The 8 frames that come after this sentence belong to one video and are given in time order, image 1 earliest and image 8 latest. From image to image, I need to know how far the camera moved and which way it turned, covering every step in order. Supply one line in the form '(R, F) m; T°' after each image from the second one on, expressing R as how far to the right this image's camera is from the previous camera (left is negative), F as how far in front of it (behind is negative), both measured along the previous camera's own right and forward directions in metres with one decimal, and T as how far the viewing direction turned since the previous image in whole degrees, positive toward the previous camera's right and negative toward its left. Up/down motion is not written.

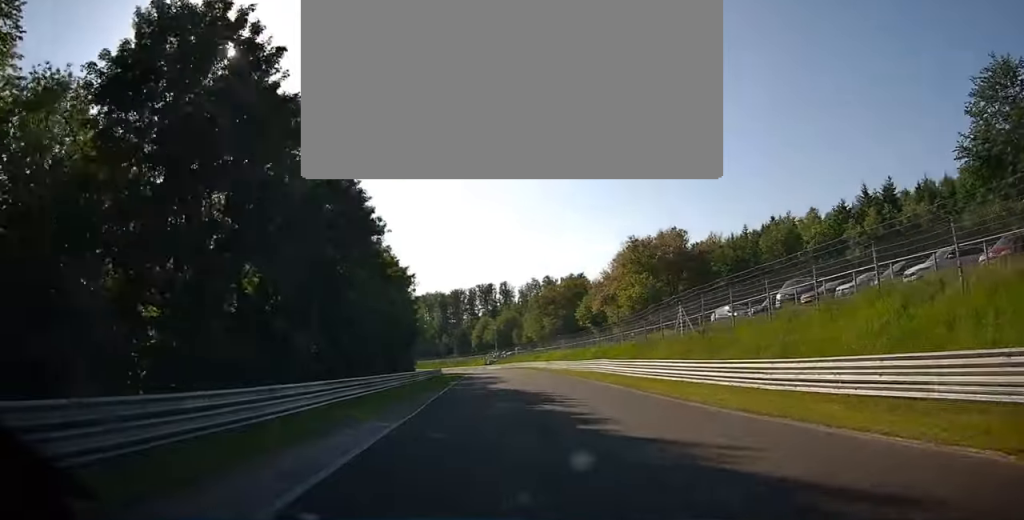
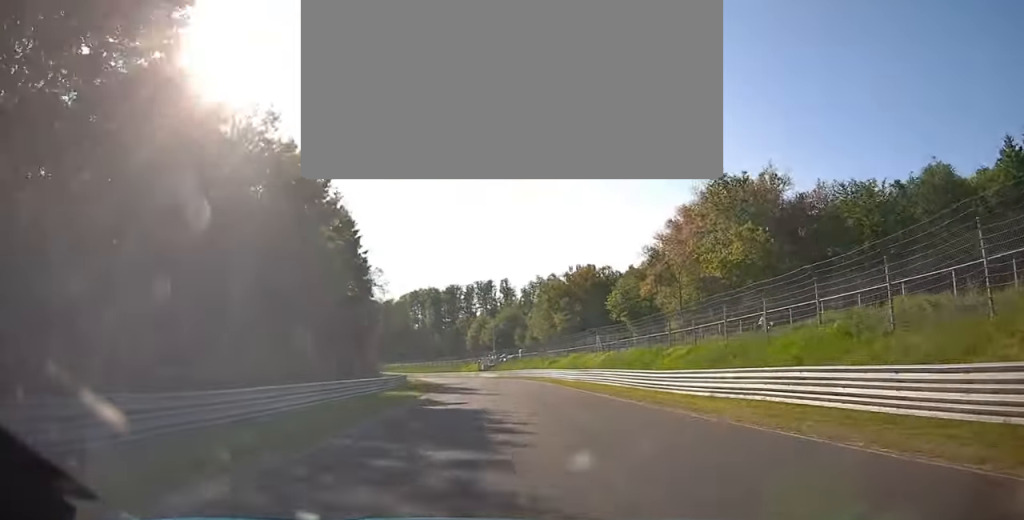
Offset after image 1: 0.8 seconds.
(+0.4, +30.7) m; 0°
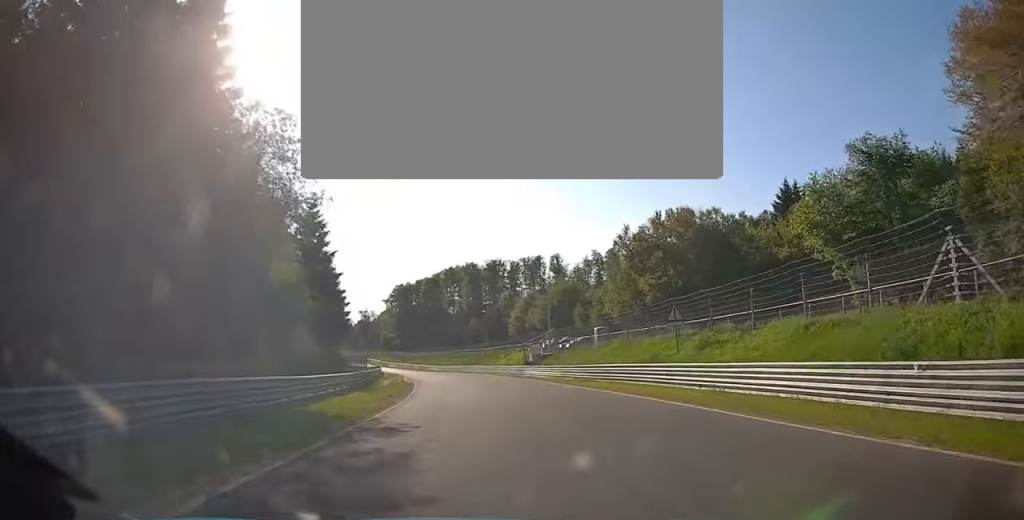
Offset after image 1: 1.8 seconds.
(-0.5, +40.7) m; -3°
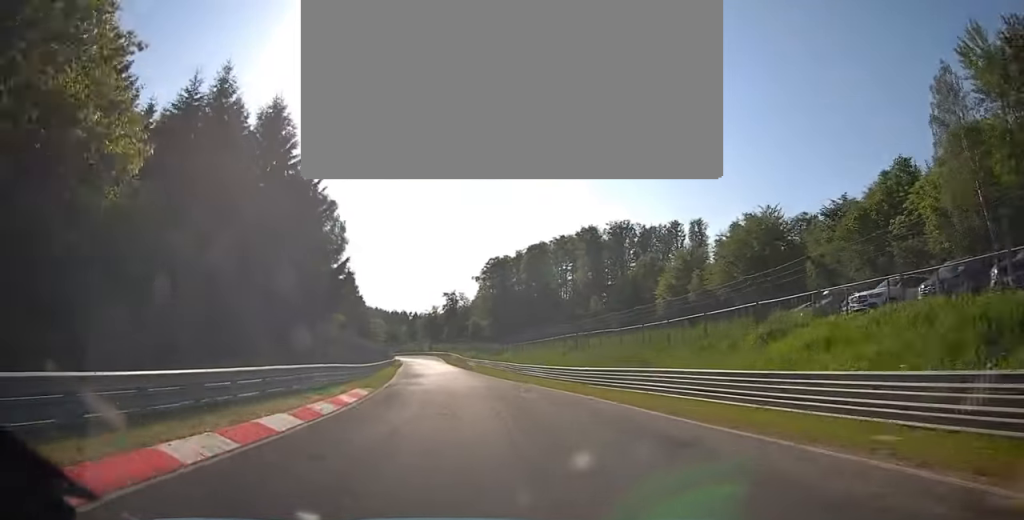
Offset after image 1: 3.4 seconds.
(-3.6, +54.4) m; -10°
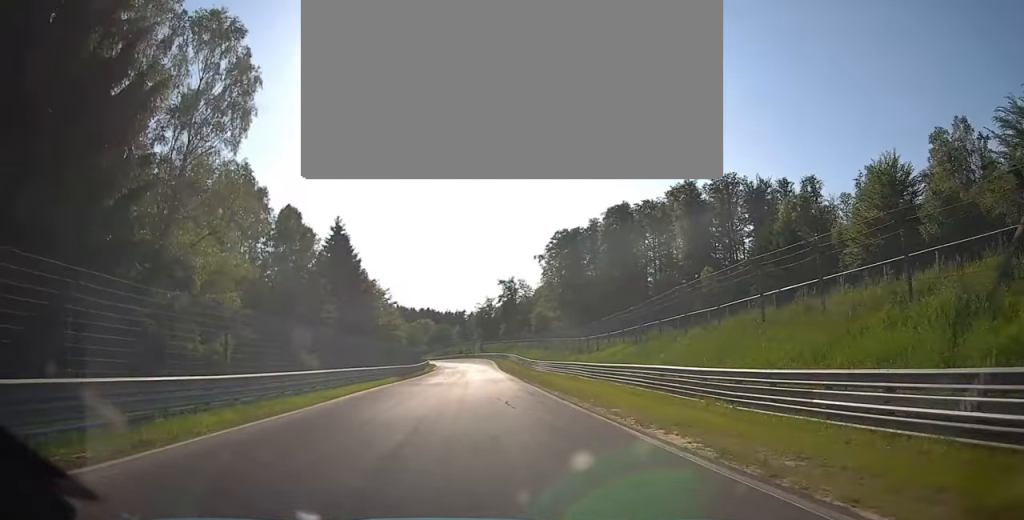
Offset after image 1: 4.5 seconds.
(-3.2, +37.0) m; -11°
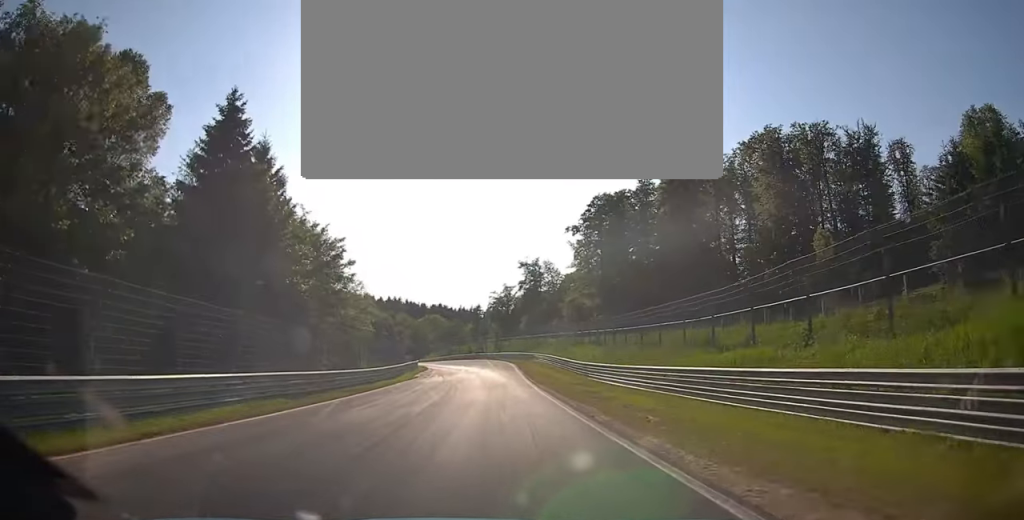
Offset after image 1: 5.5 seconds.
(-2.9, +29.2) m; -5°
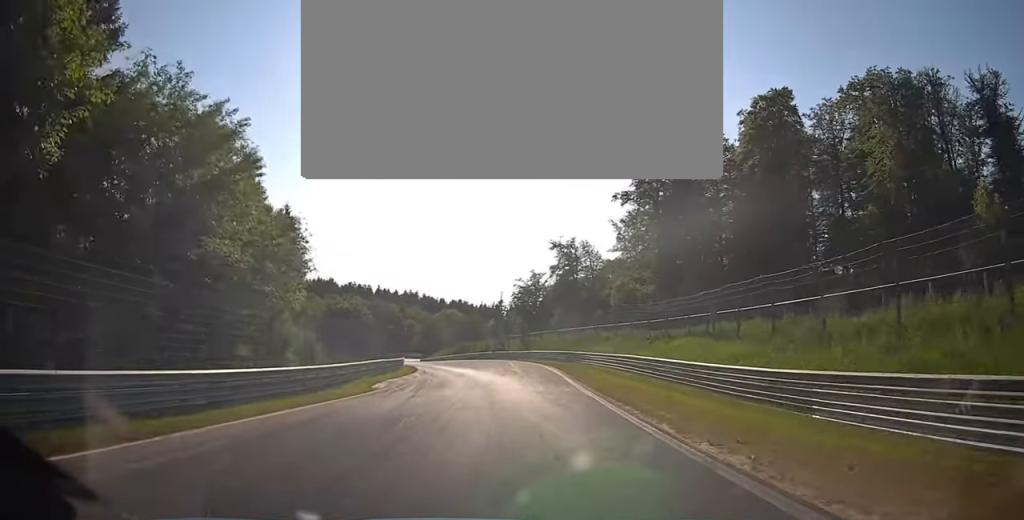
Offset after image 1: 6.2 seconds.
(+0.3, +22.3) m; -1°
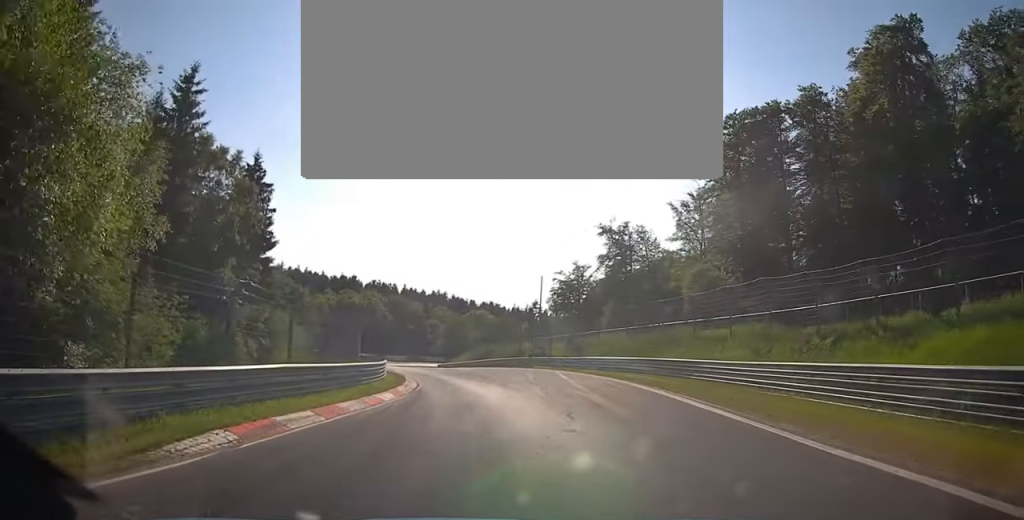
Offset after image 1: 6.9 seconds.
(-0.4, +17.8) m; -4°
